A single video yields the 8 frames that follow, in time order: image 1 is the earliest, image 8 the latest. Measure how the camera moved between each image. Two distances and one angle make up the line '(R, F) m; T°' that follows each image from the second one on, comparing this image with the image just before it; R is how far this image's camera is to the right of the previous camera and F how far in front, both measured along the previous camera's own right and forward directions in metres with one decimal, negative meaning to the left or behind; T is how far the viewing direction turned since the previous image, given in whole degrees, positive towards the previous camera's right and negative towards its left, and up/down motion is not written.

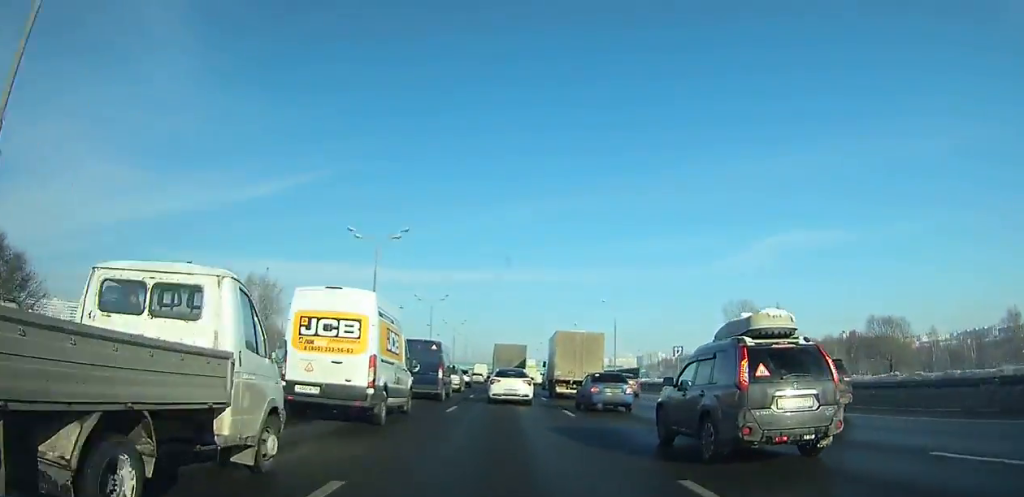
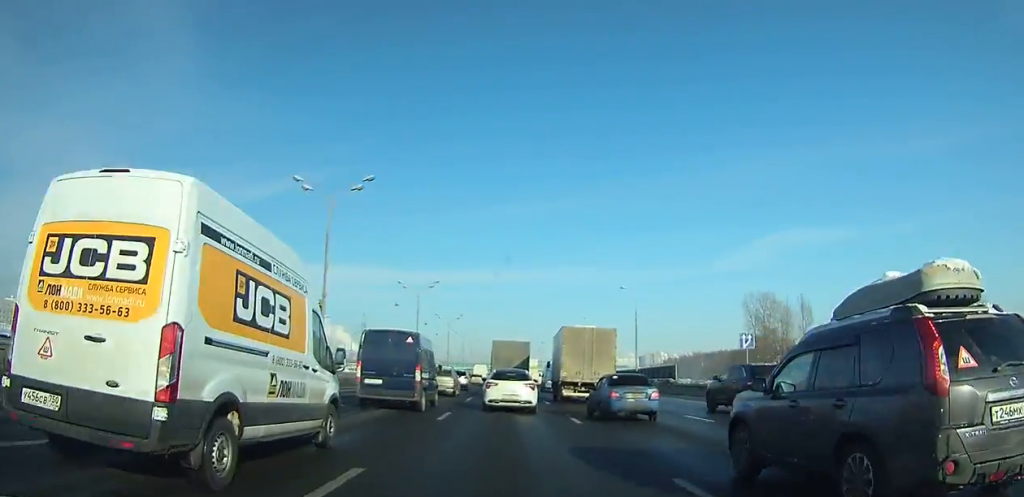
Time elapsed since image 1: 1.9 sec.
(0.0, +12.5) m; 0°
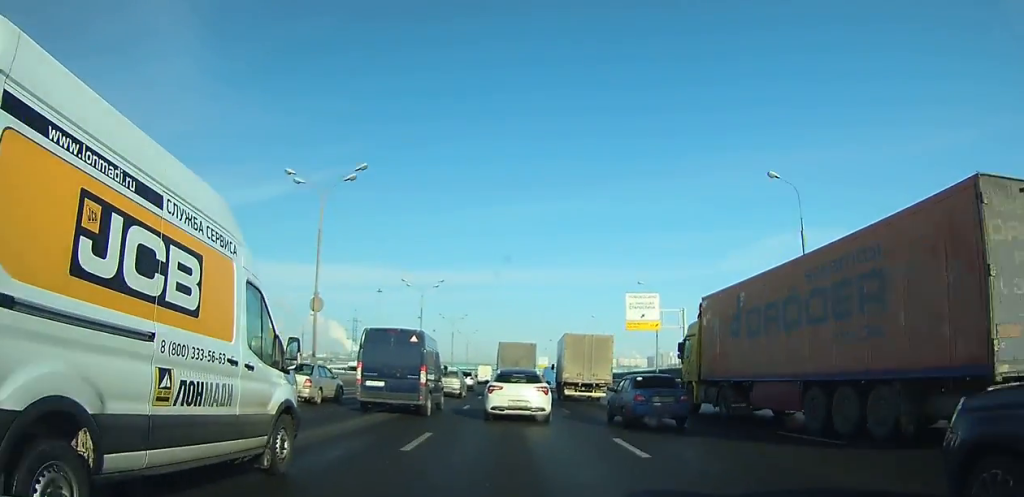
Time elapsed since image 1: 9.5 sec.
(0.0, +48.1) m; 0°
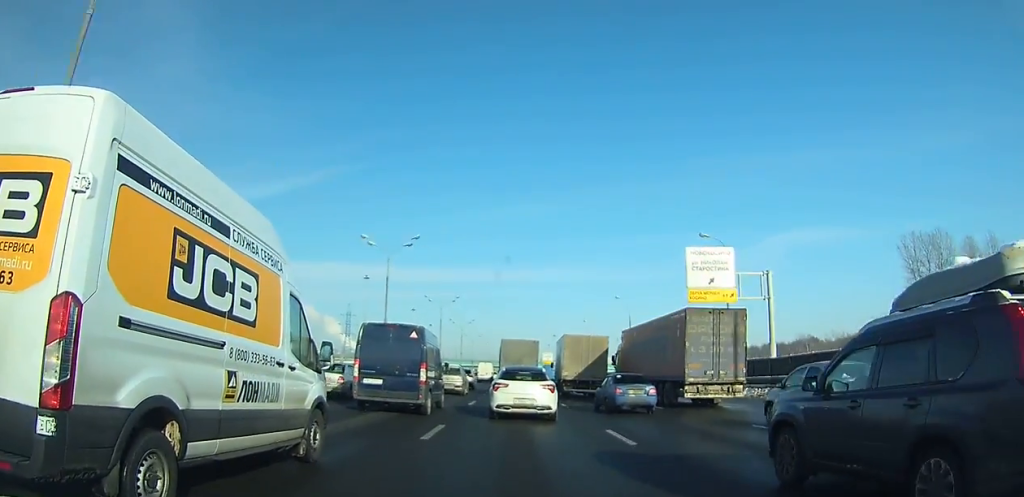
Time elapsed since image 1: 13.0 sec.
(0.0, +21.1) m; 0°
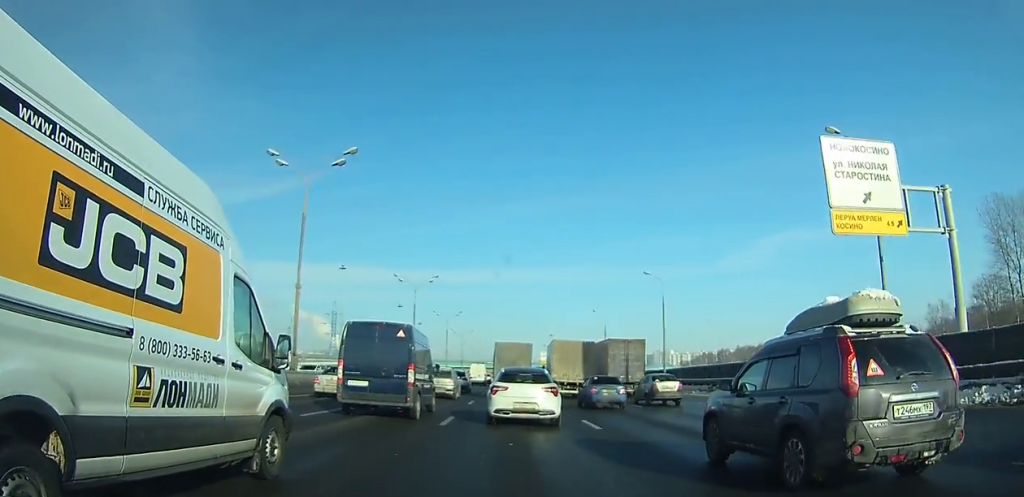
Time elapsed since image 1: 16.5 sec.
(0.0, +20.4) m; 0°
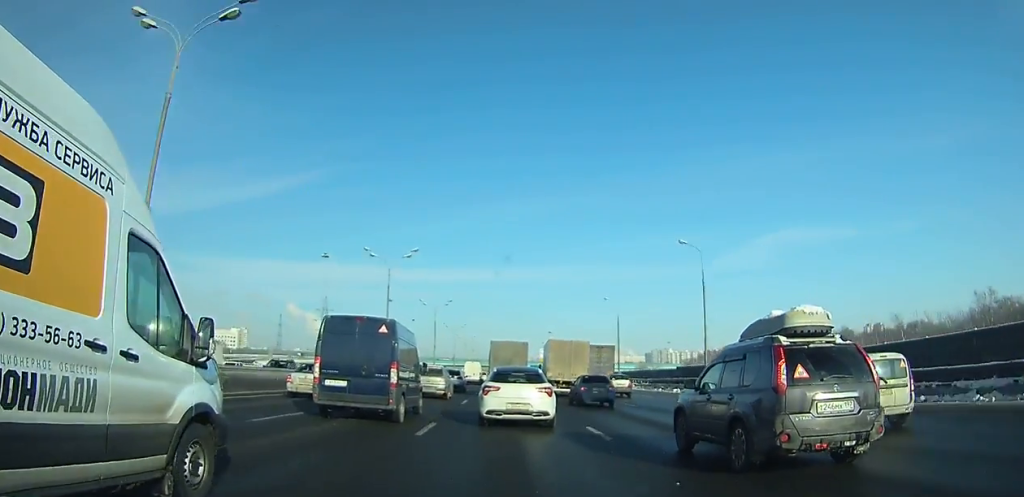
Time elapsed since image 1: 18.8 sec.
(0.0, +13.0) m; 0°
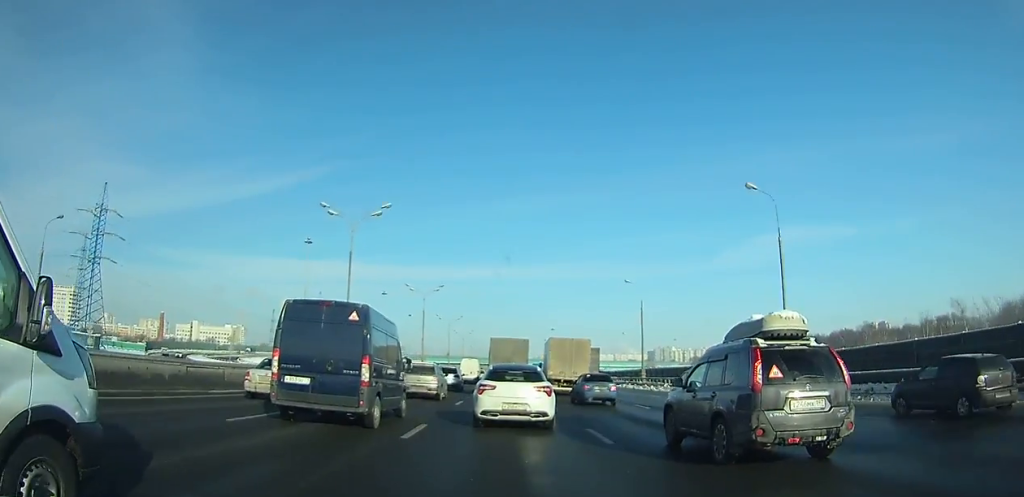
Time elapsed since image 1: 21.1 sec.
(0.0, +12.7) m; 0°
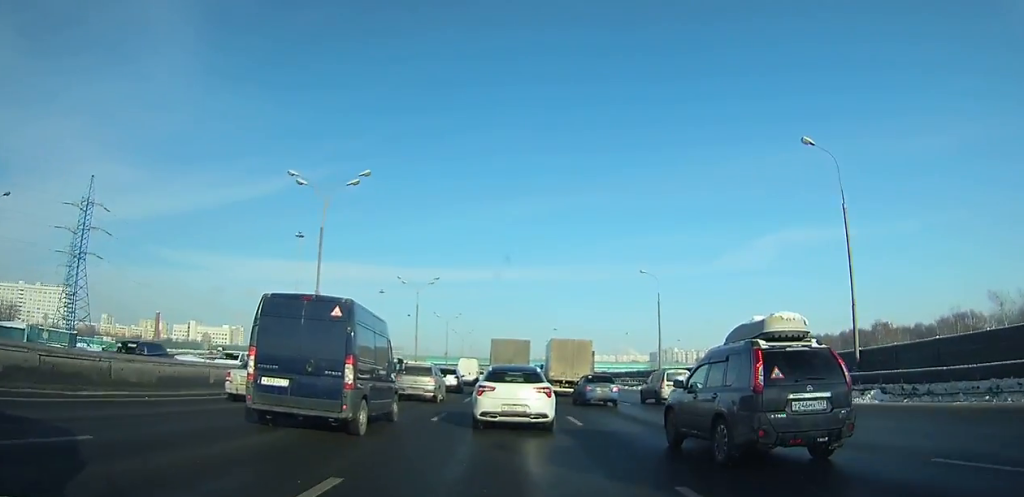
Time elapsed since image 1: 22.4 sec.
(0.0, +7.0) m; 0°
